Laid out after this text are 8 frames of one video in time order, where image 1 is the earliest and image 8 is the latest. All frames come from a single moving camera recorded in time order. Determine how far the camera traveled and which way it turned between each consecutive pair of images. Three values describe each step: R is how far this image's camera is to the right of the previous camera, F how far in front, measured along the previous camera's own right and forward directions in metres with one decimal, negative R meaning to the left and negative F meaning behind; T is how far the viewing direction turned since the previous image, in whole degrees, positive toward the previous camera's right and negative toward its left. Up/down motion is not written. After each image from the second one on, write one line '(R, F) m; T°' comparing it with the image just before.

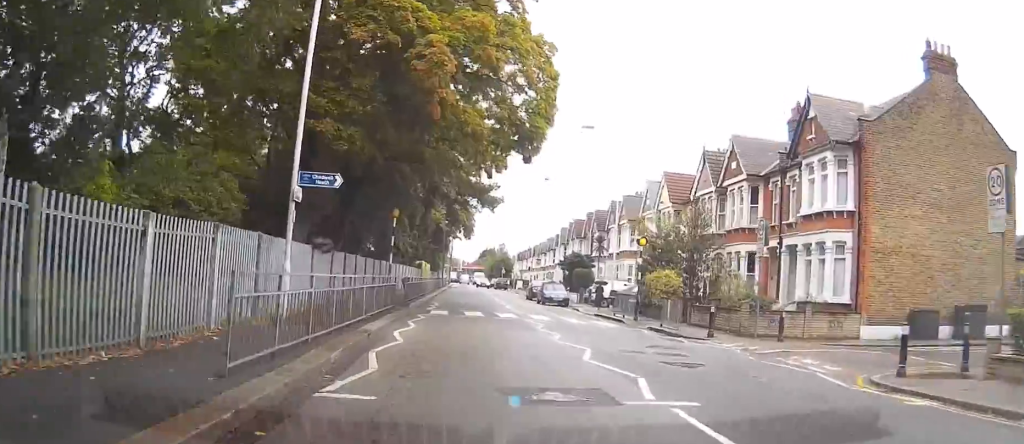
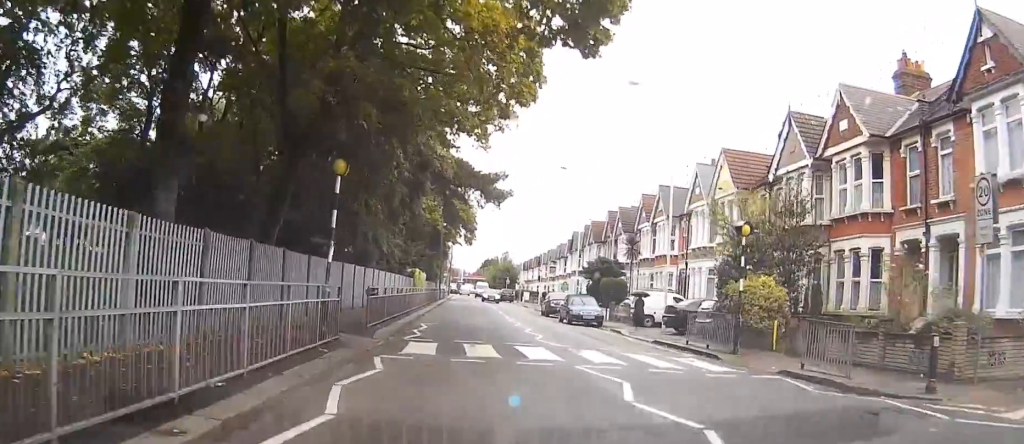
(+0.1, +10.8) m; 0°
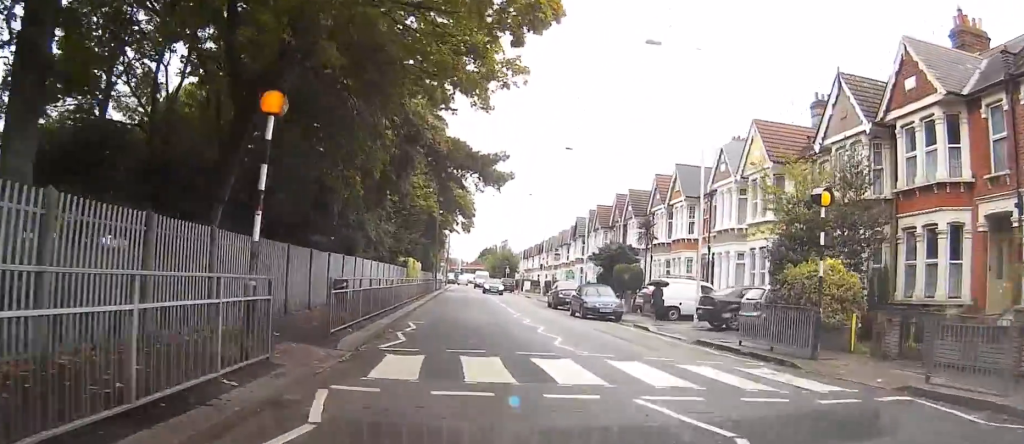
(0.0, +4.7) m; 0°
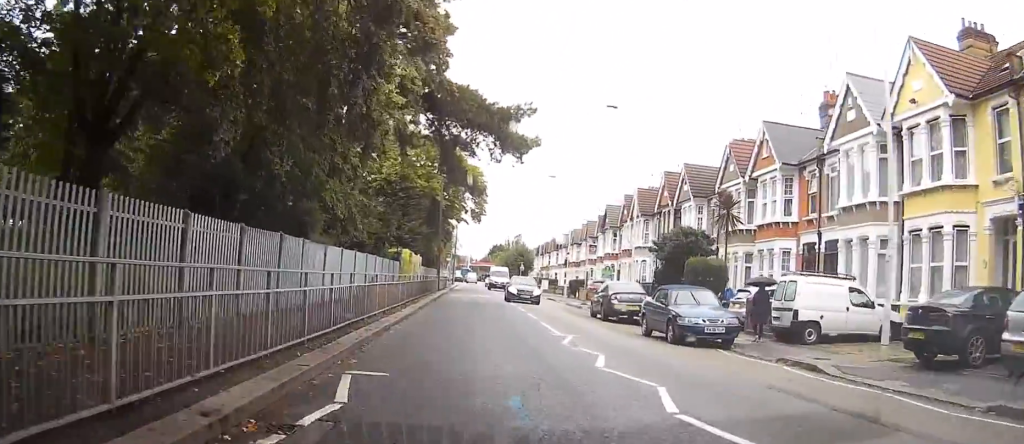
(0.0, +12.8) m; 0°
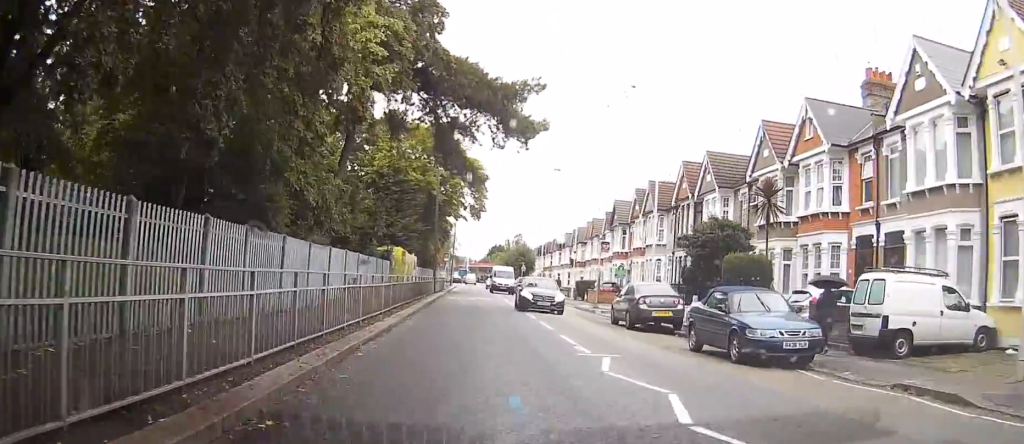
(0.0, +4.8) m; 0°
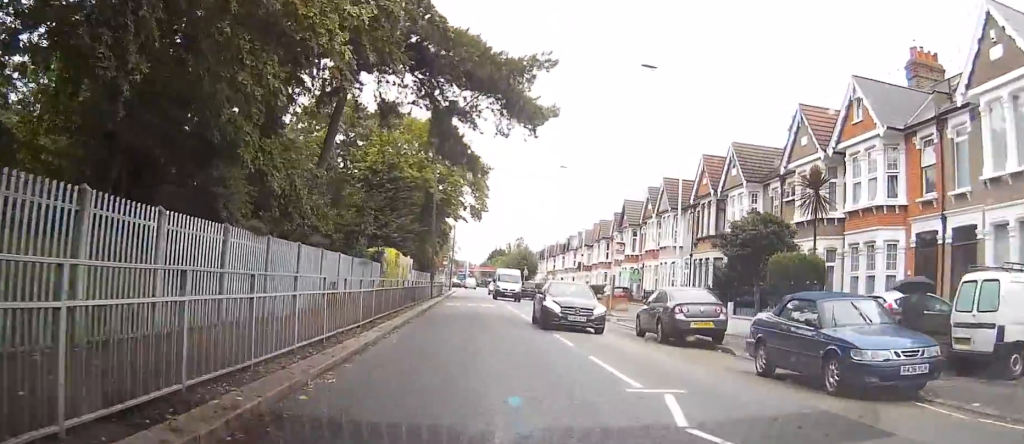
(0.0, +4.2) m; 0°
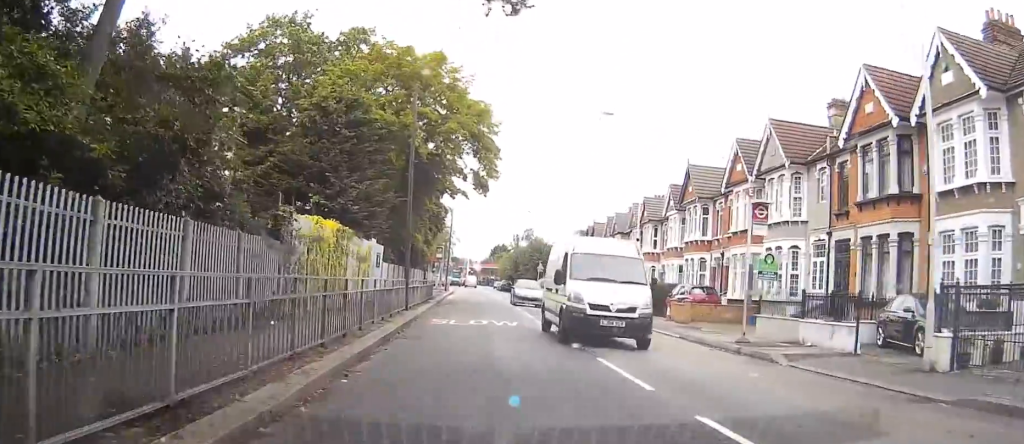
(0.0, +18.4) m; 0°
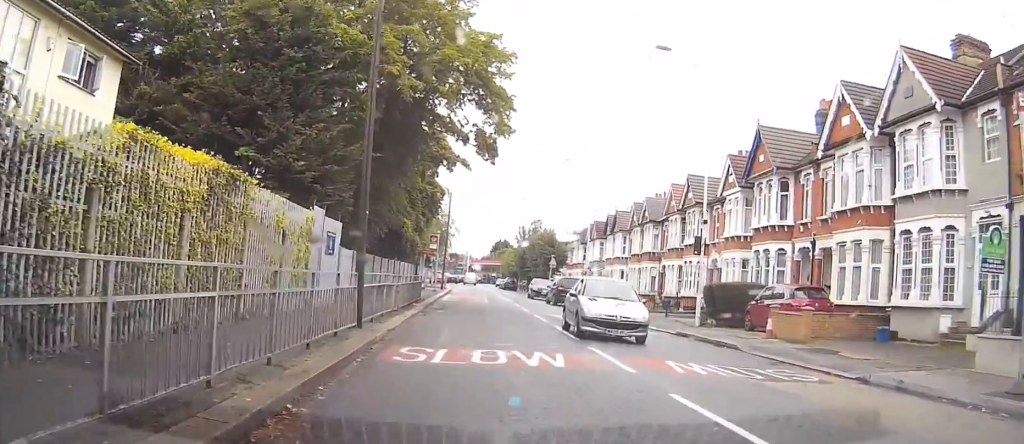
(0.0, +11.0) m; 0°
